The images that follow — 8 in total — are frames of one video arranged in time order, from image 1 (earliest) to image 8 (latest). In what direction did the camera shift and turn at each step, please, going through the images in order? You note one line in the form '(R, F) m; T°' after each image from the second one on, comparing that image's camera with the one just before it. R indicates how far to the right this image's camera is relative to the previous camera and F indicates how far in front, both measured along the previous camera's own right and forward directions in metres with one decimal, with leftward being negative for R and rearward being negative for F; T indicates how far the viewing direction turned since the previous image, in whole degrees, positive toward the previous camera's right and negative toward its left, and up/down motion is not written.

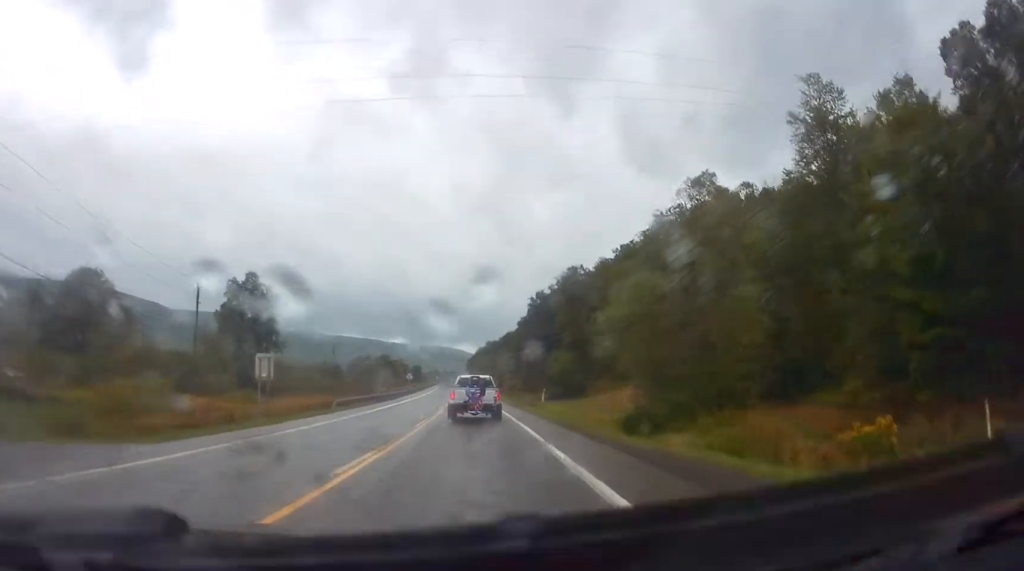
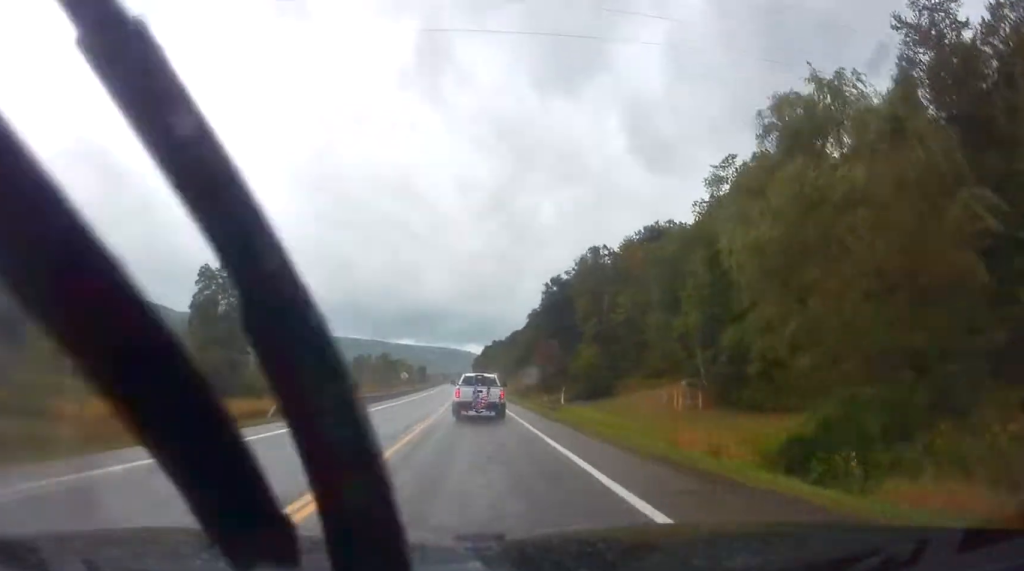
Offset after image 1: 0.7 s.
(-0.3, +15.1) m; 0°
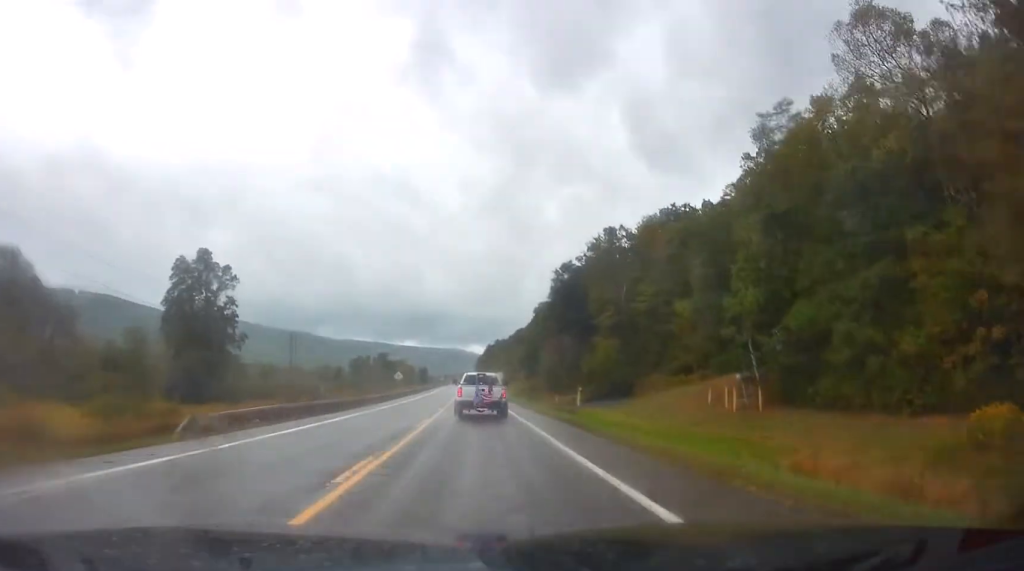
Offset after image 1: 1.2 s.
(+0.1, +10.3) m; 0°
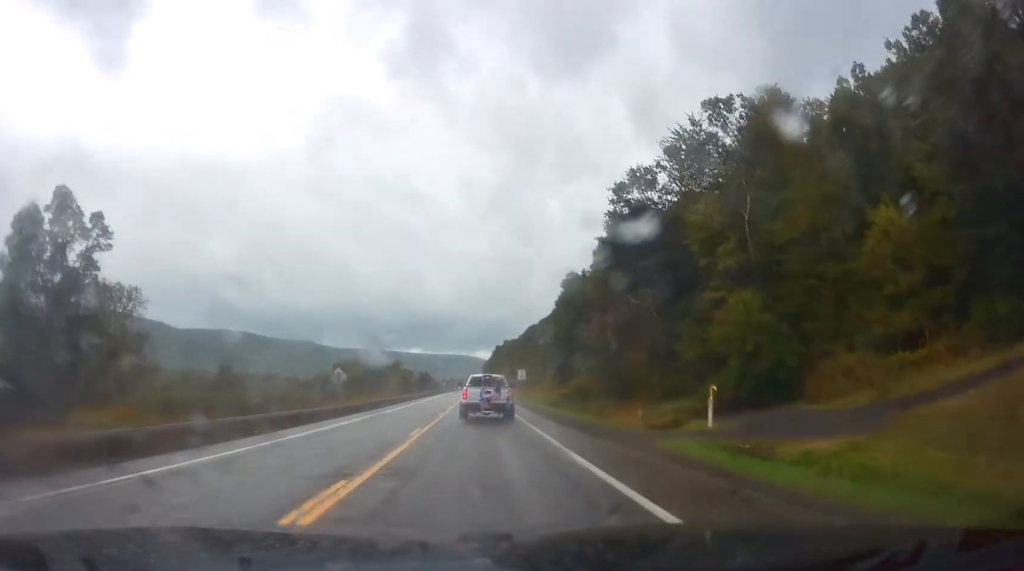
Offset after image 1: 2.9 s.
(+0.1, +39.0) m; -1°
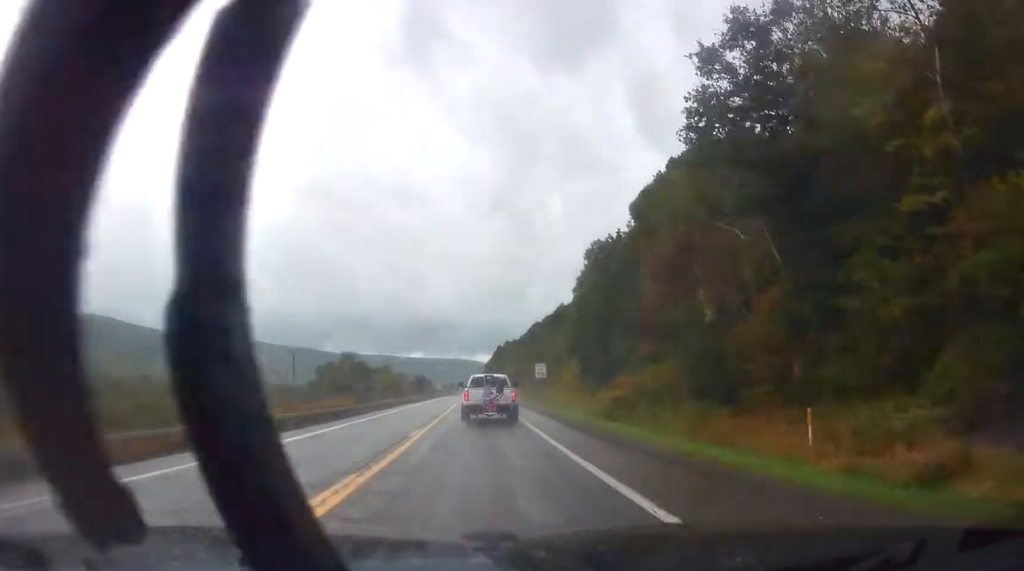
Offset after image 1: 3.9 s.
(-0.4, +23.9) m; -1°
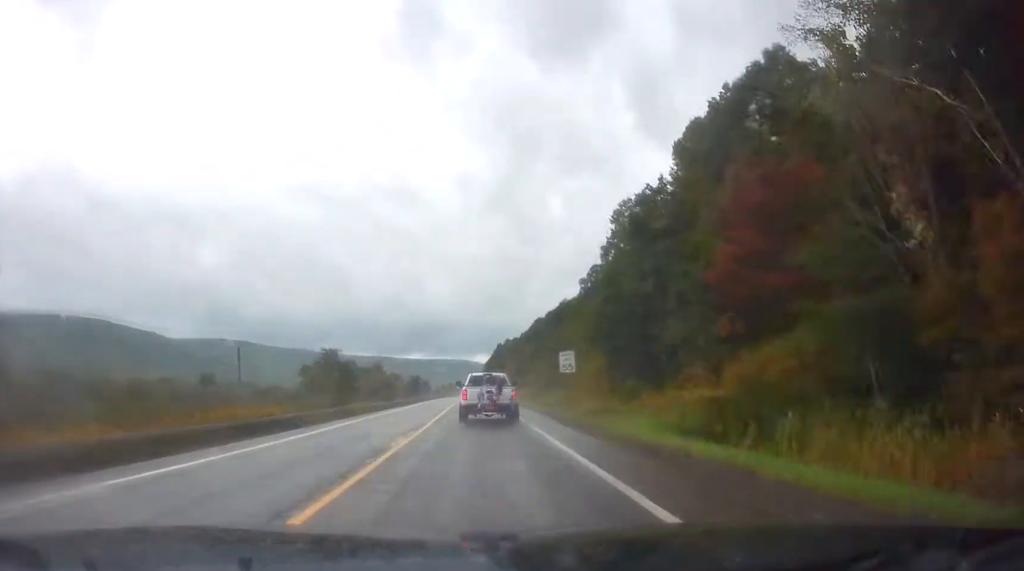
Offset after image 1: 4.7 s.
(-0.2, +17.2) m; +1°
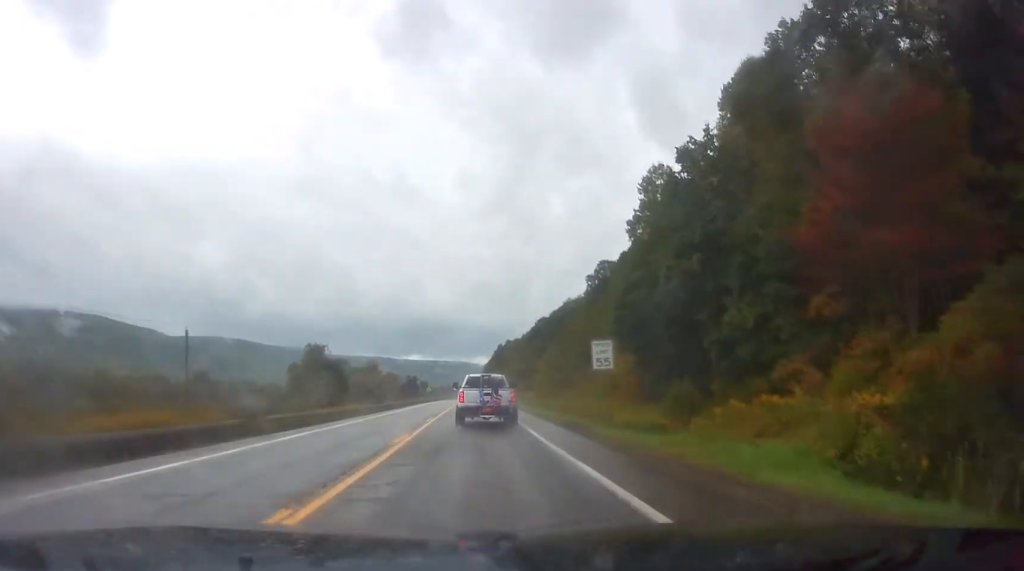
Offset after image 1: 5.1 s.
(+0.3, +11.0) m; 0°
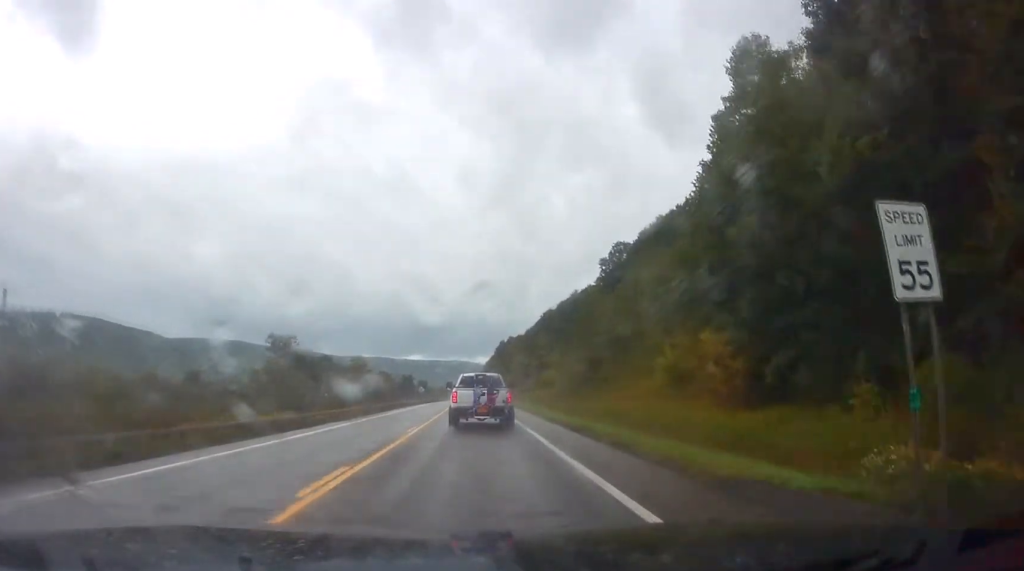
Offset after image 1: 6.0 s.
(+0.2, +21.0) m; 0°
